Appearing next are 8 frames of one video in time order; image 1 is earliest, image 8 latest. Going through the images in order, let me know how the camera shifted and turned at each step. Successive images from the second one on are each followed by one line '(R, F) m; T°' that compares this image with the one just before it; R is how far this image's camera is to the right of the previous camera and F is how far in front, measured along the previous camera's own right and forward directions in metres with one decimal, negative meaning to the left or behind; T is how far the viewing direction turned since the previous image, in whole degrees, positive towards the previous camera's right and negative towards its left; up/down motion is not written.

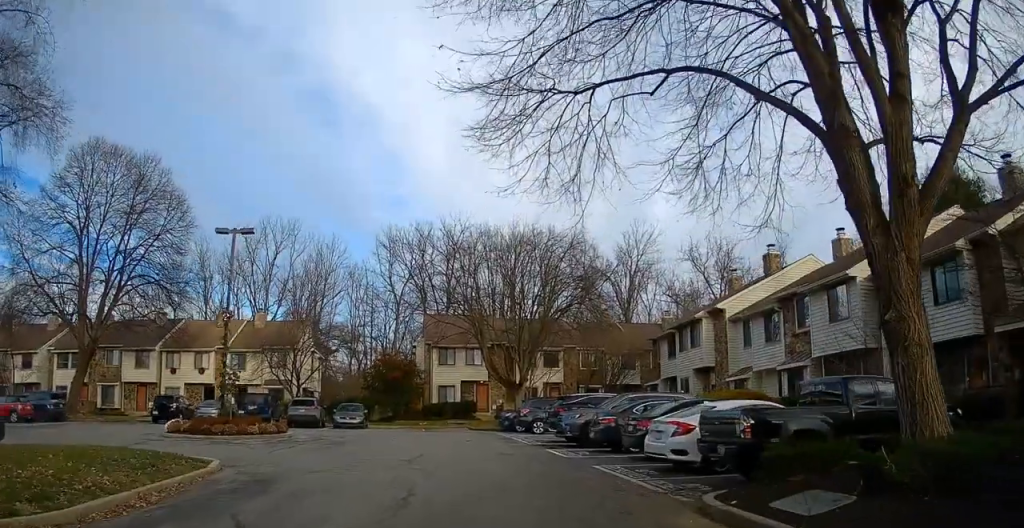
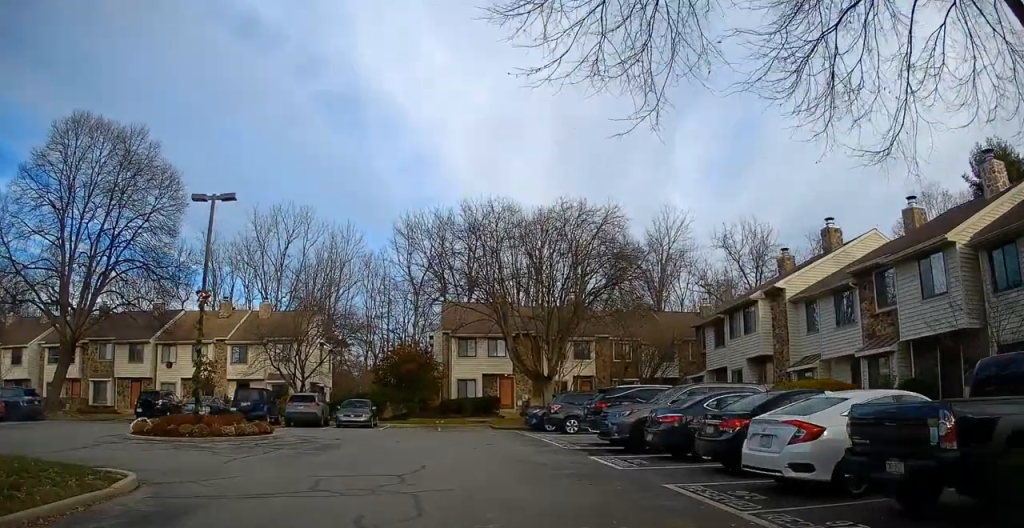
(-0.1, +4.4) m; -1°
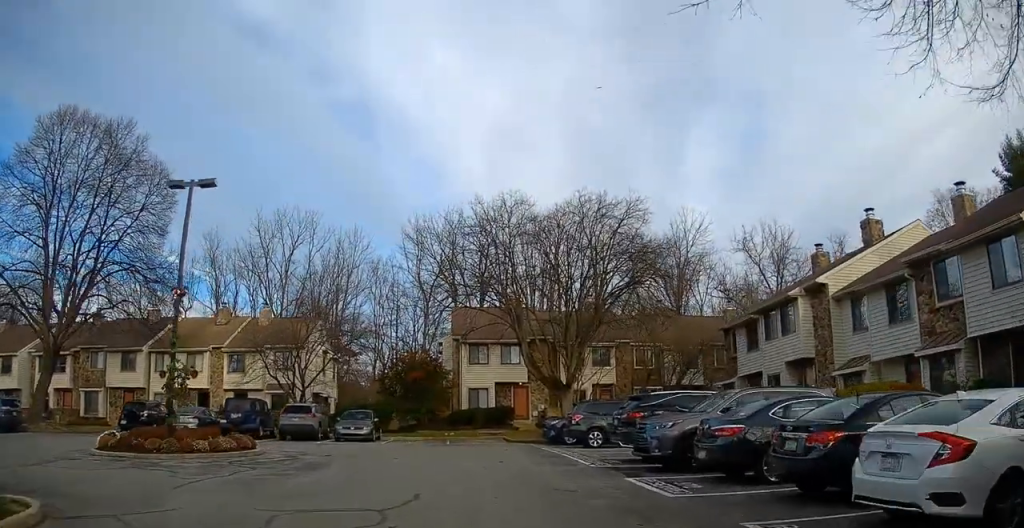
(0.0, +2.8) m; -2°
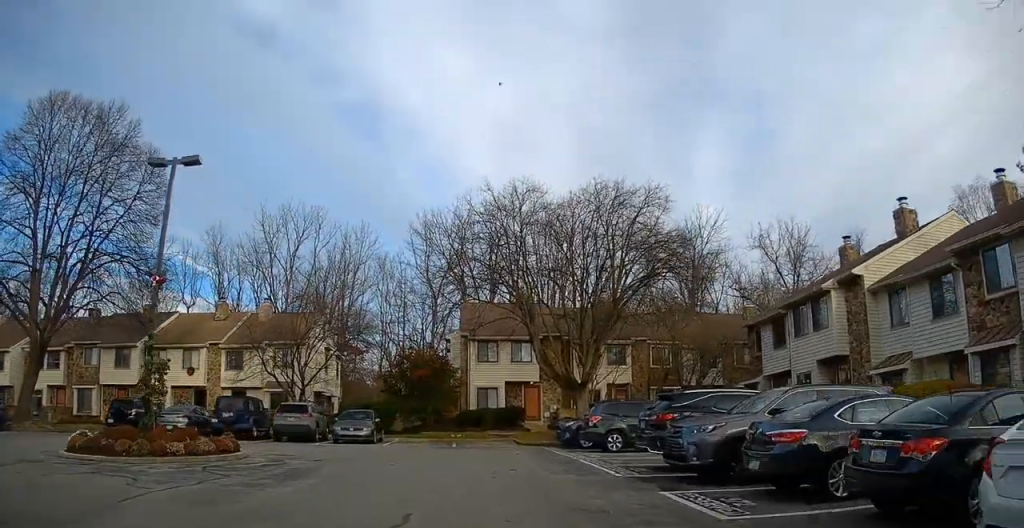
(0.0, +2.0) m; -1°
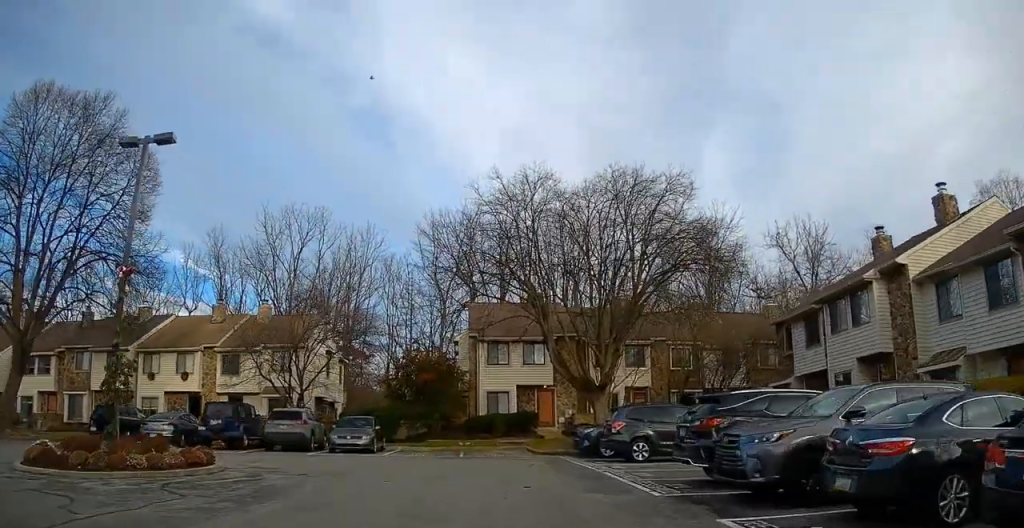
(-0.1, +2.5) m; -2°
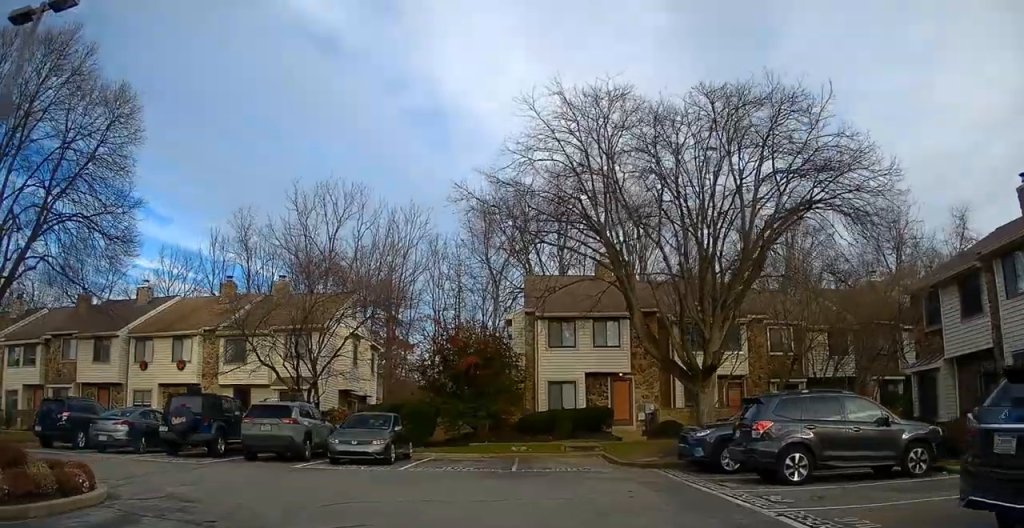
(-0.3, +8.0) m; -4°
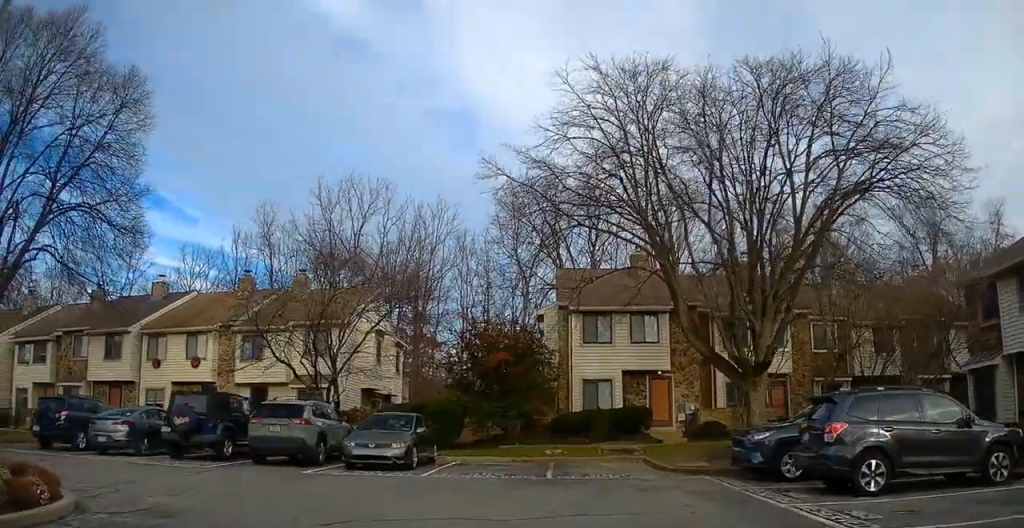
(+0.2, +1.7) m; -4°
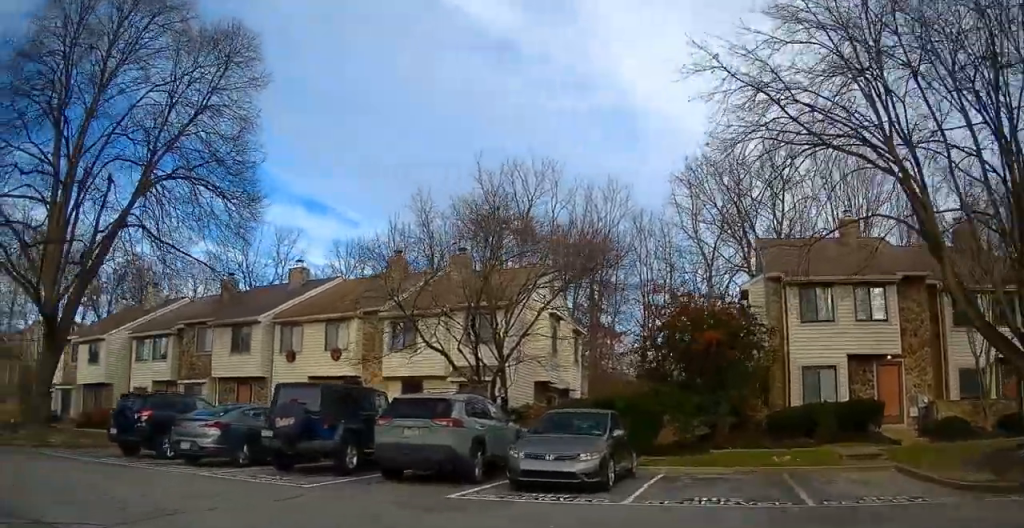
(-0.8, +4.6) m; -20°
